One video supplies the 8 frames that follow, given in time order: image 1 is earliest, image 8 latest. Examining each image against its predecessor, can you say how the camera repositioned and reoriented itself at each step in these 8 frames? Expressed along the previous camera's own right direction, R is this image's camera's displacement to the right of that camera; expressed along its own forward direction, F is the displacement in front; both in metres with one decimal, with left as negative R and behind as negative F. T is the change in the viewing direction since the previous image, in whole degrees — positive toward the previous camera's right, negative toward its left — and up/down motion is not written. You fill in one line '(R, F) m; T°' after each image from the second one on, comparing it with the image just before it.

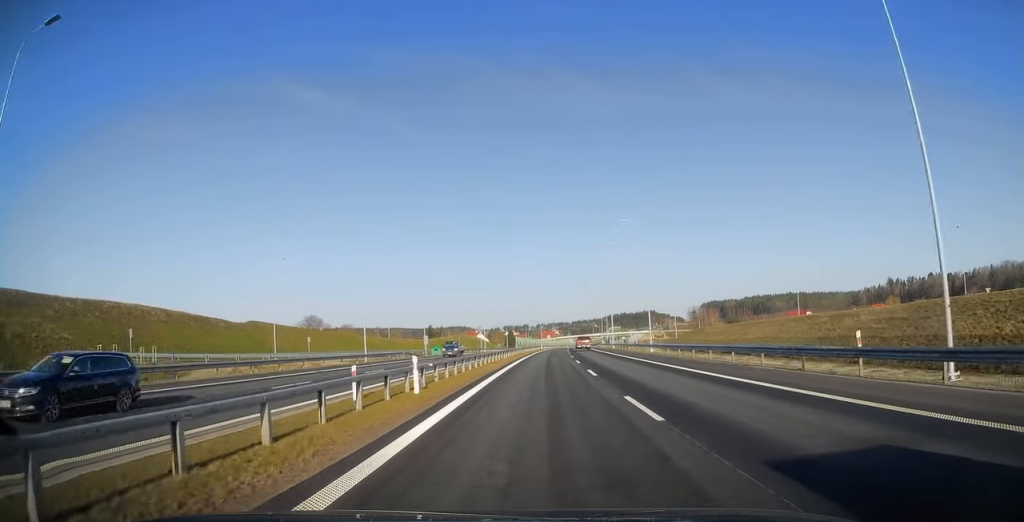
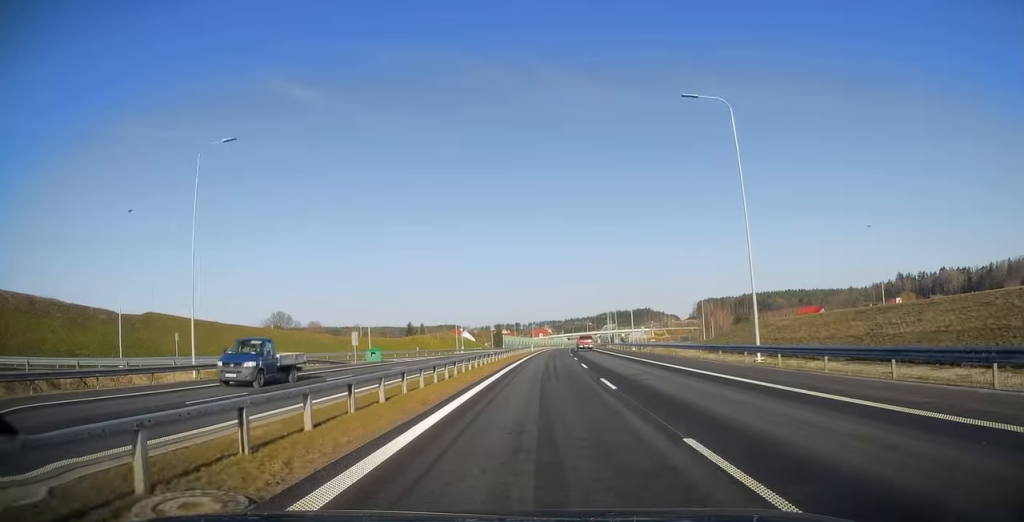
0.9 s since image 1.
(+0.2, +29.8) m; 0°
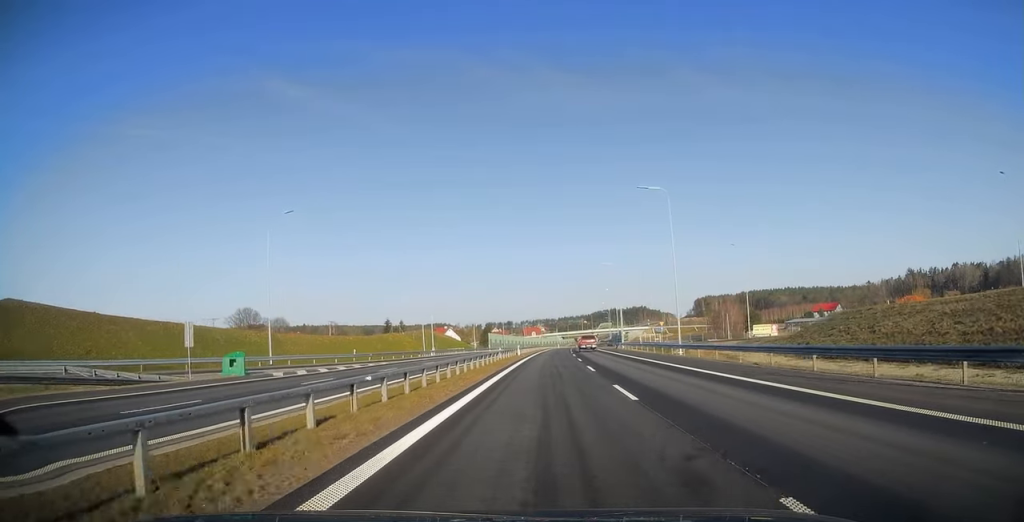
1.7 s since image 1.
(0.0, +27.0) m; 0°
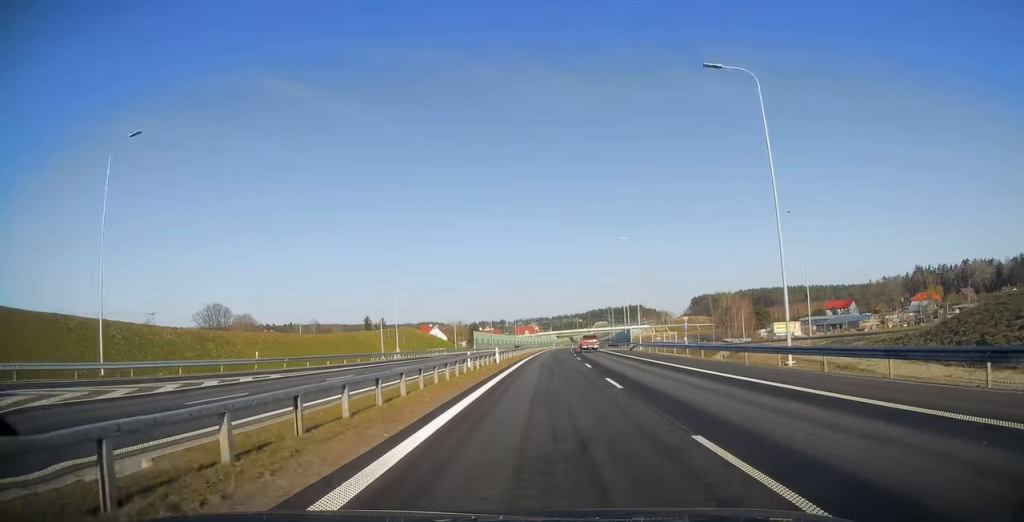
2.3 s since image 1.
(+0.1, +20.8) m; +1°
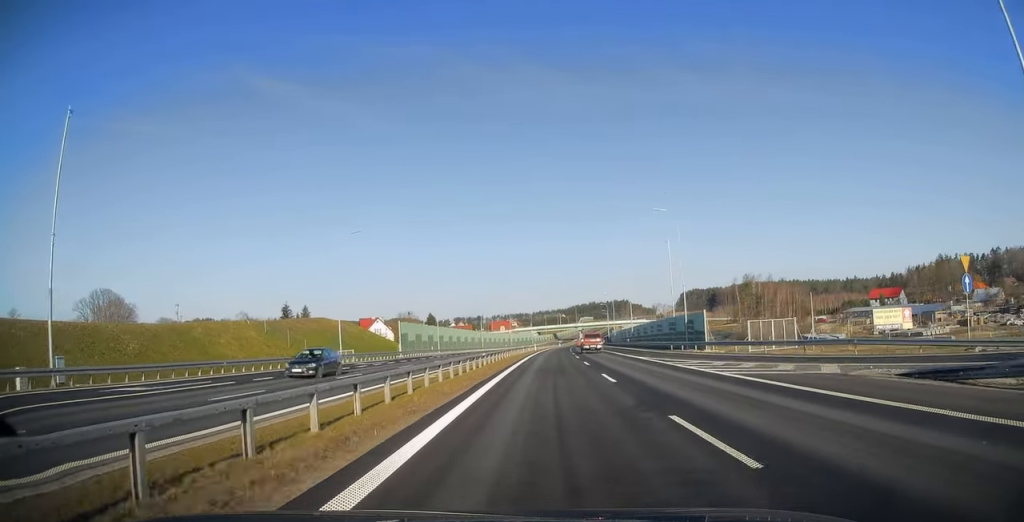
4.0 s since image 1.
(+1.2, +57.9) m; +2°
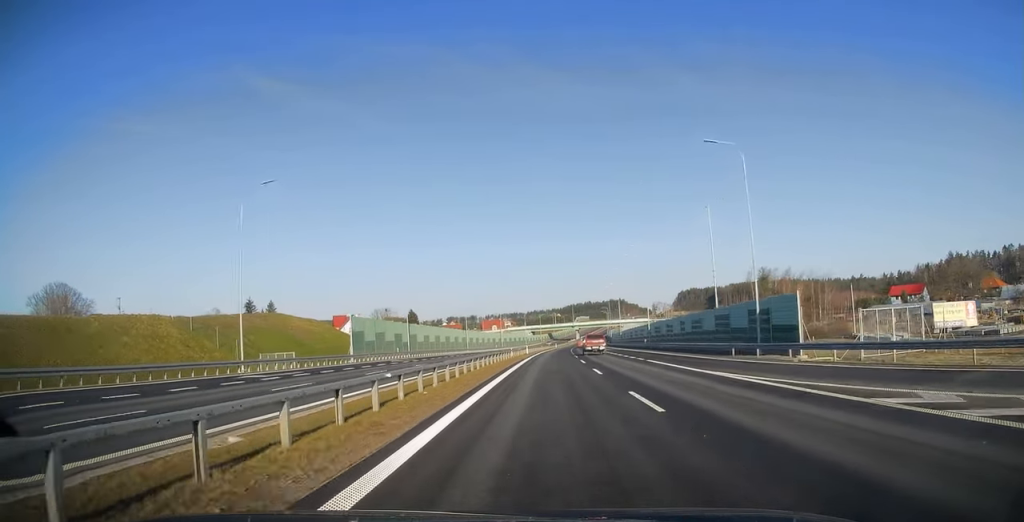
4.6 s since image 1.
(+0.1, +19.2) m; 0°
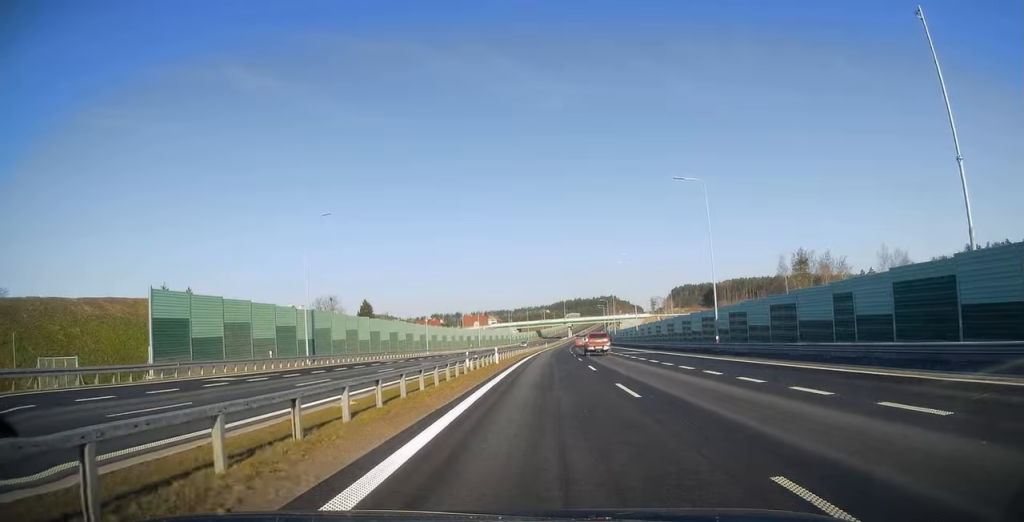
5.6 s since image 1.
(+0.1, +33.2) m; +1°
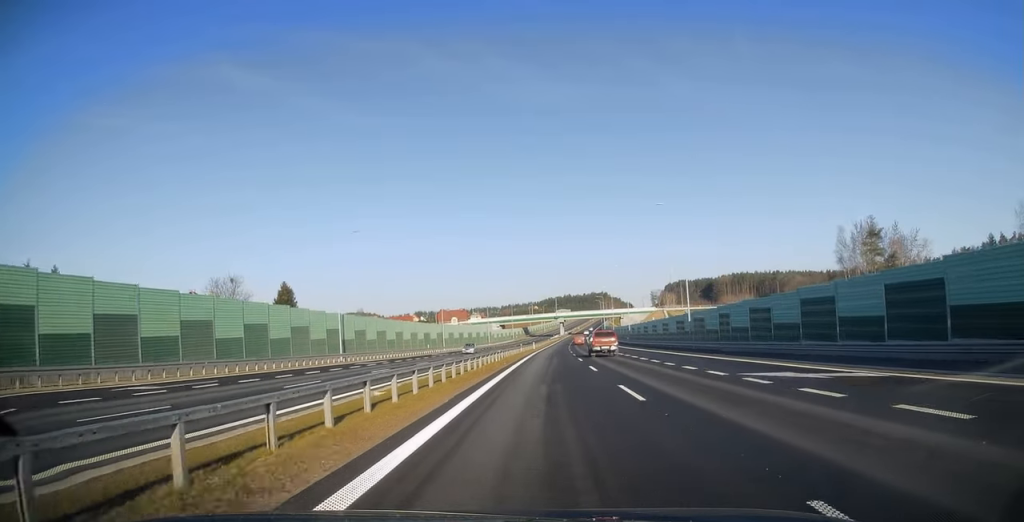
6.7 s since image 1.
(+0.5, +36.6) m; +2°
